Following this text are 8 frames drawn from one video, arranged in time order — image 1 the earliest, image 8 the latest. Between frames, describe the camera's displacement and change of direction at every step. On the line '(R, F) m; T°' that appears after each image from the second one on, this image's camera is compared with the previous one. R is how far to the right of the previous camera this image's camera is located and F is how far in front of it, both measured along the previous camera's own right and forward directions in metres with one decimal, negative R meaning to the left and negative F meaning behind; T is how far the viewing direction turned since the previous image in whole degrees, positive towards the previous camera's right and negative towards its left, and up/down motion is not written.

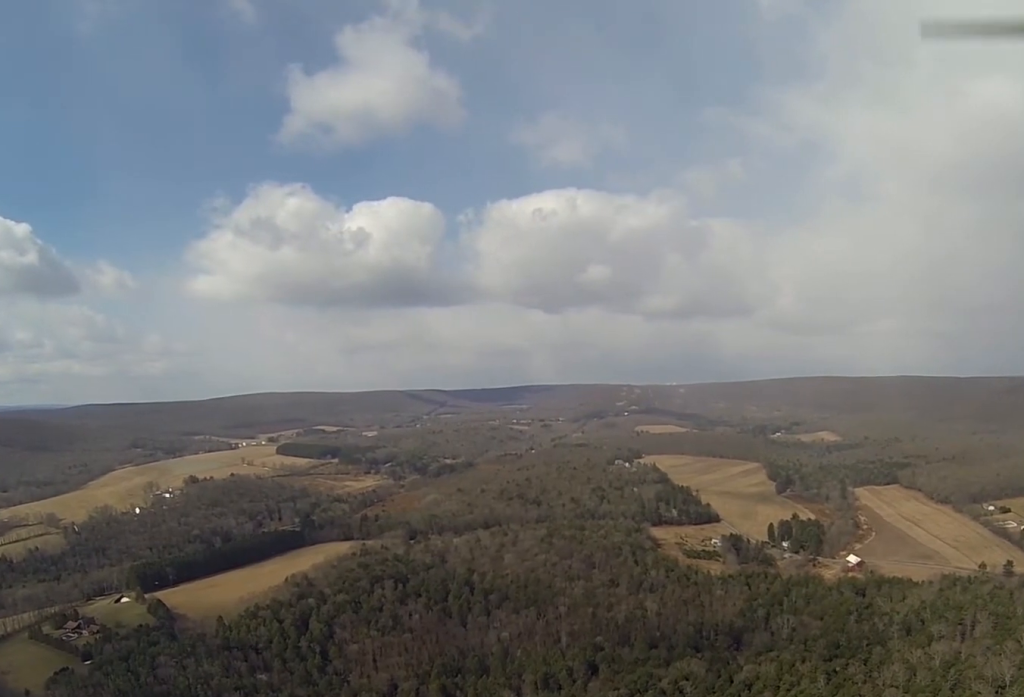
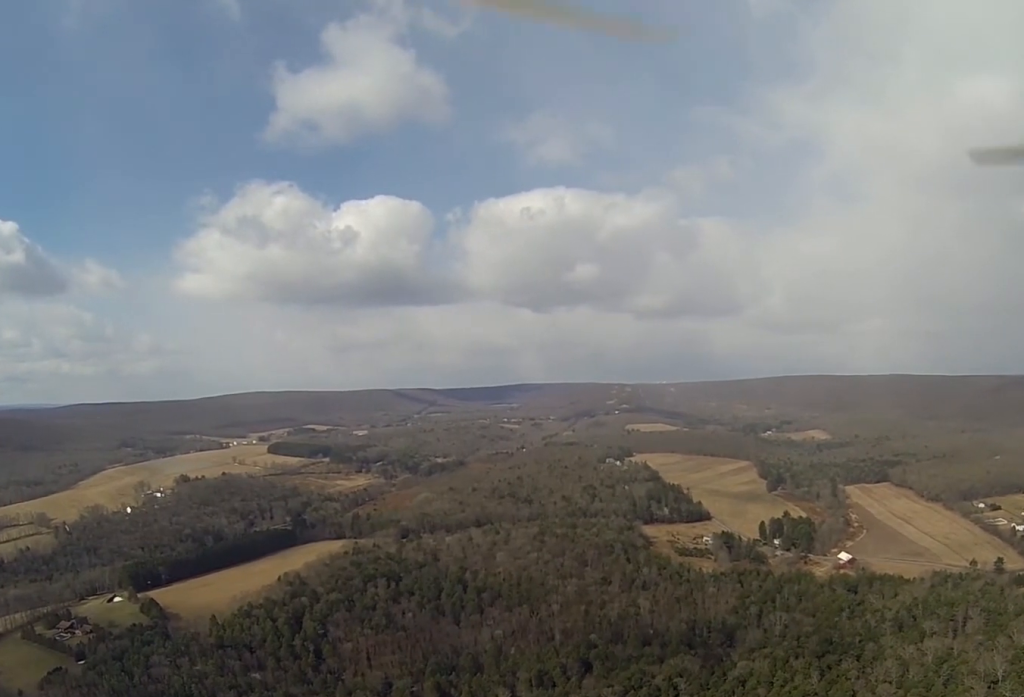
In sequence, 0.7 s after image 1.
(0.0, +1.9) m; 0°
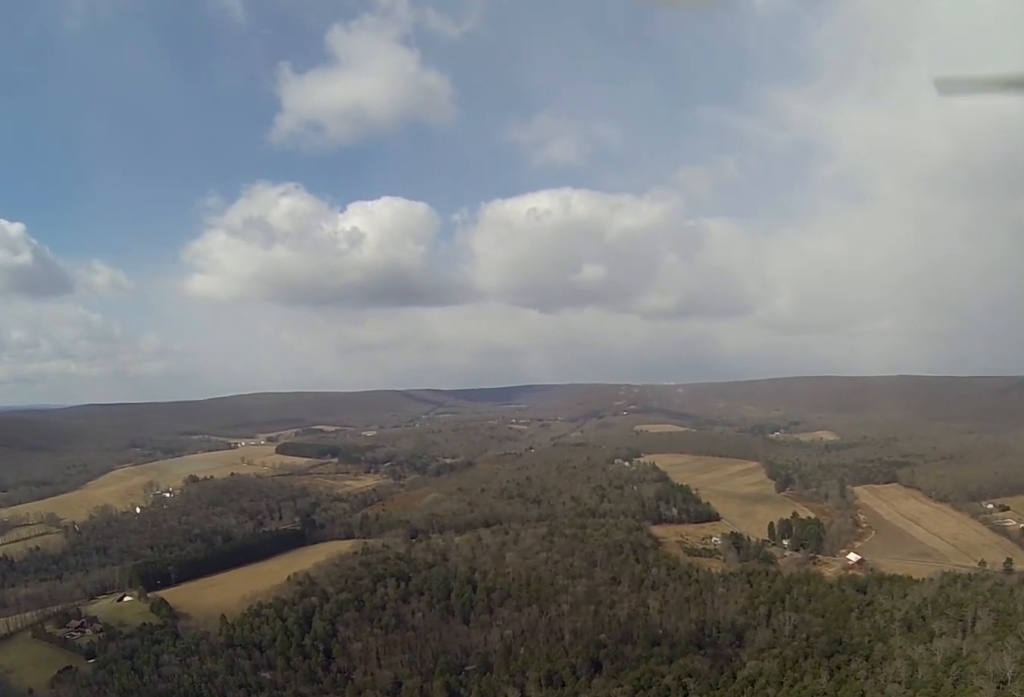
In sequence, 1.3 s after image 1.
(0.0, +1.4) m; 0°
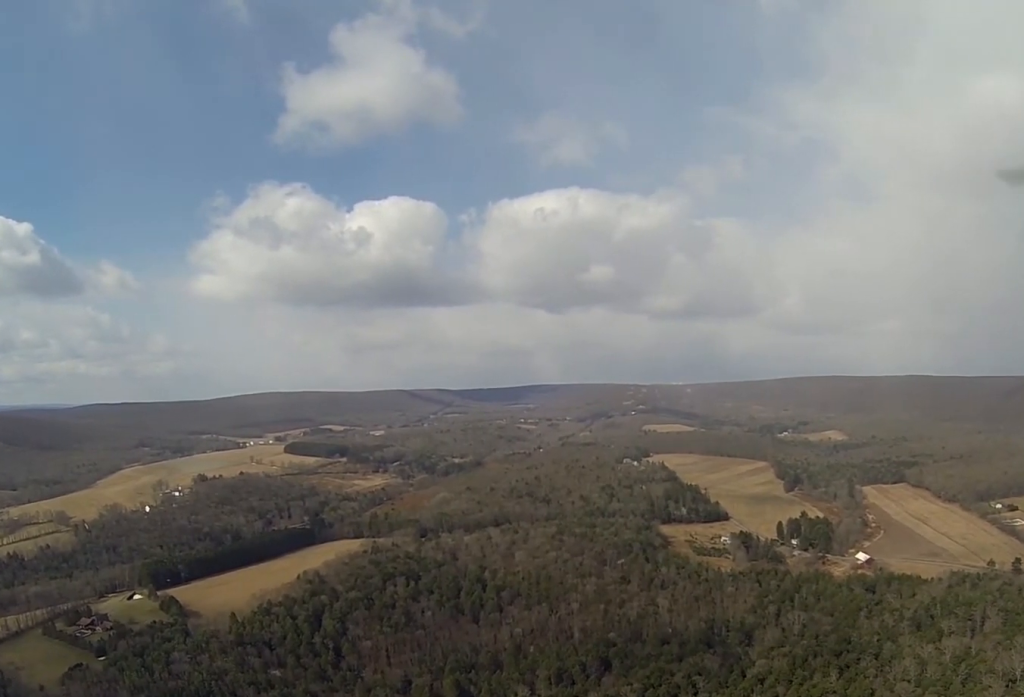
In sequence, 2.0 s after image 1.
(0.0, +1.9) m; 0°
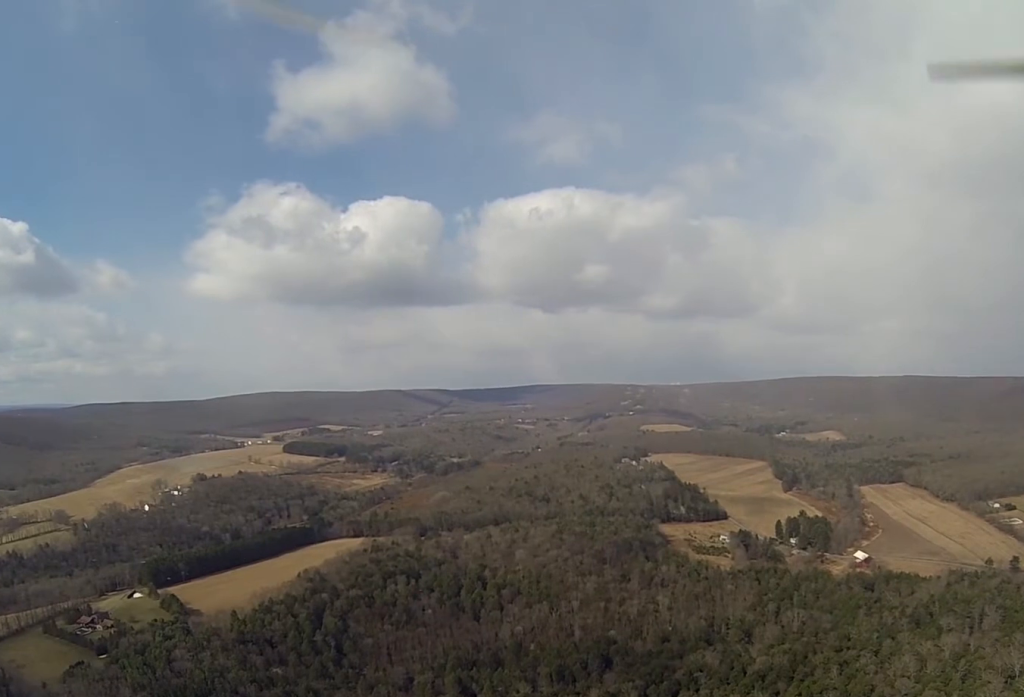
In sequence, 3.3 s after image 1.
(0.0, +3.9) m; 0°
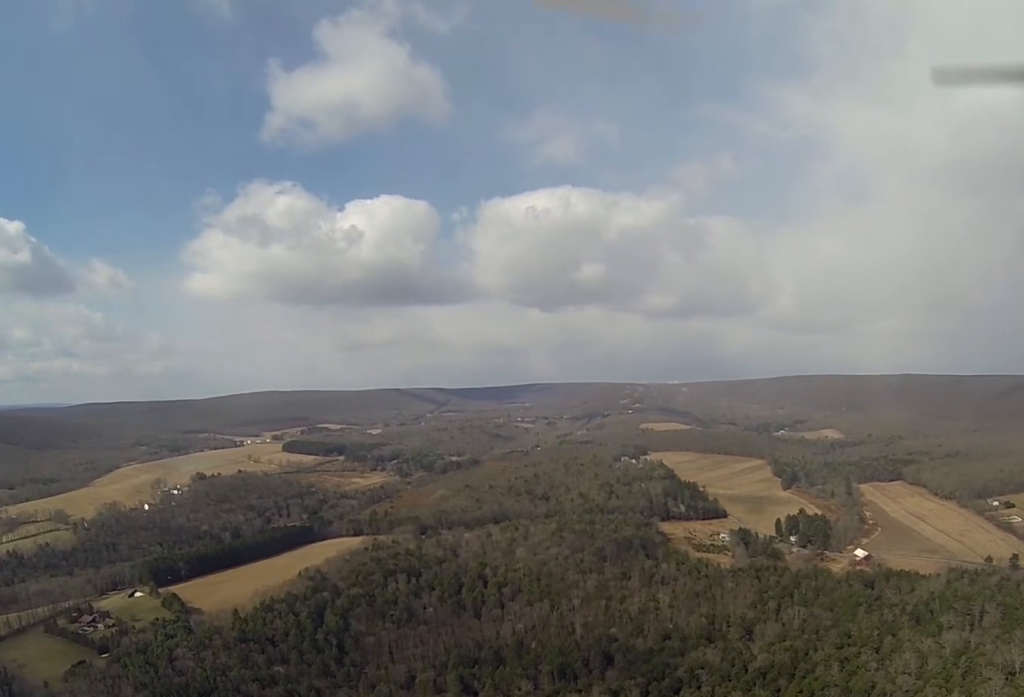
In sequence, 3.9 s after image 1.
(0.0, +1.6) m; 0°
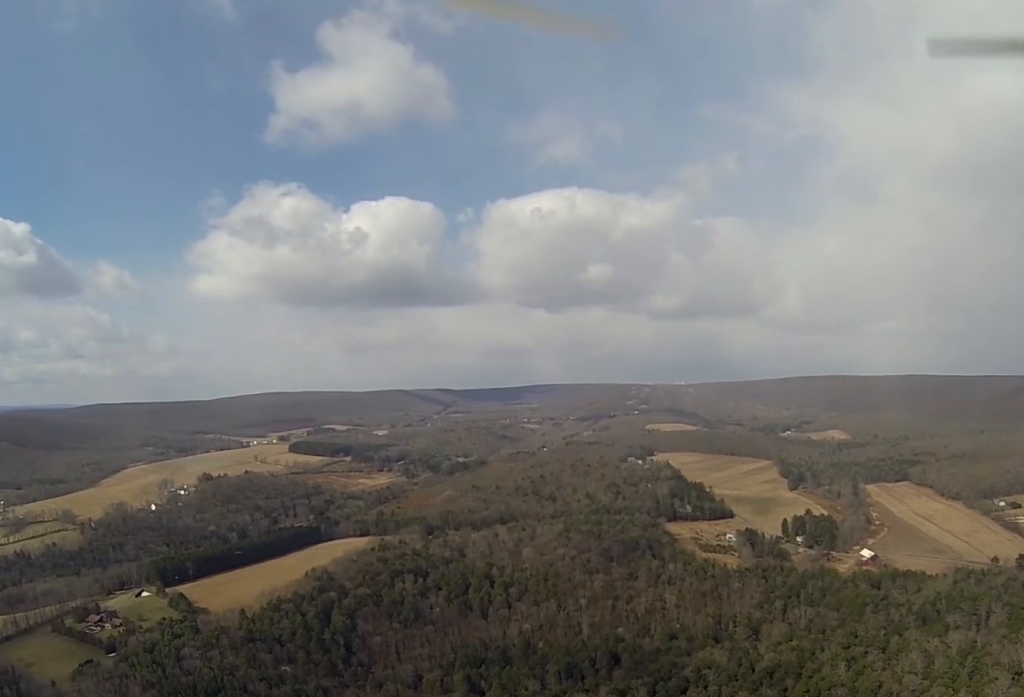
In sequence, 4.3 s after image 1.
(0.0, +1.3) m; 0°
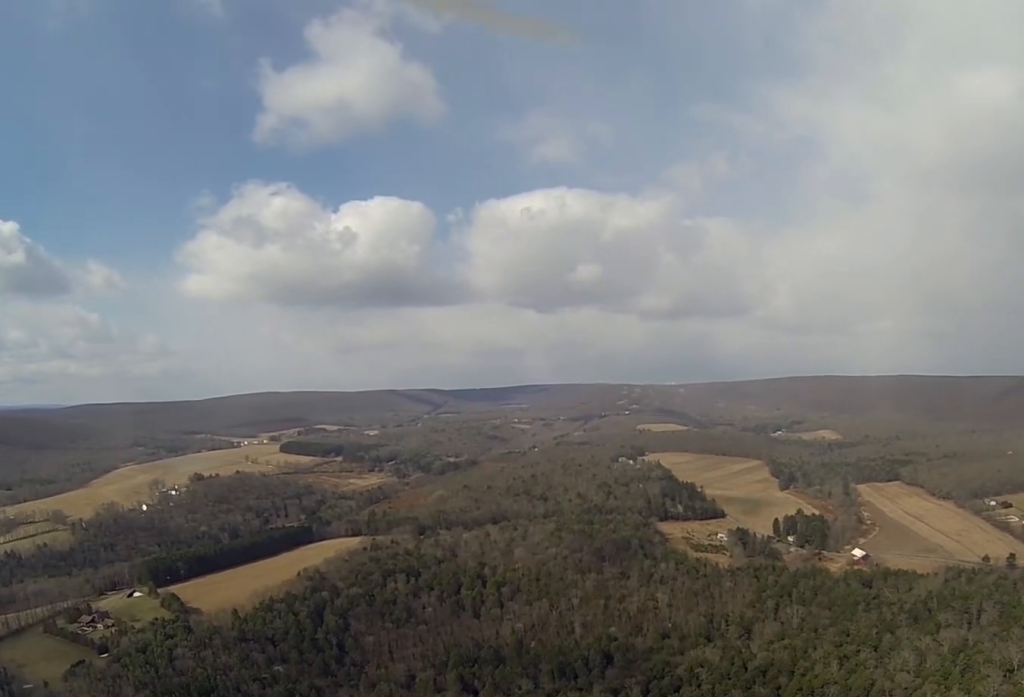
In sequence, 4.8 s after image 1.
(0.0, +1.6) m; -1°
